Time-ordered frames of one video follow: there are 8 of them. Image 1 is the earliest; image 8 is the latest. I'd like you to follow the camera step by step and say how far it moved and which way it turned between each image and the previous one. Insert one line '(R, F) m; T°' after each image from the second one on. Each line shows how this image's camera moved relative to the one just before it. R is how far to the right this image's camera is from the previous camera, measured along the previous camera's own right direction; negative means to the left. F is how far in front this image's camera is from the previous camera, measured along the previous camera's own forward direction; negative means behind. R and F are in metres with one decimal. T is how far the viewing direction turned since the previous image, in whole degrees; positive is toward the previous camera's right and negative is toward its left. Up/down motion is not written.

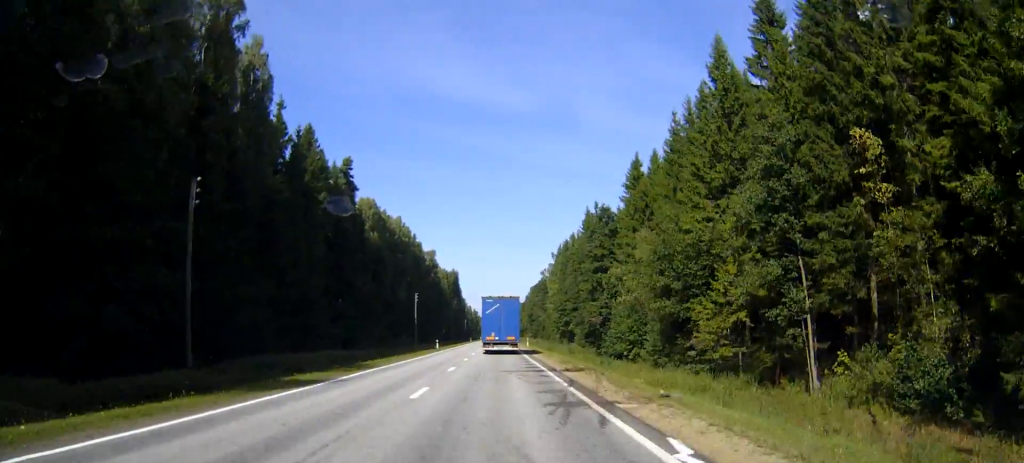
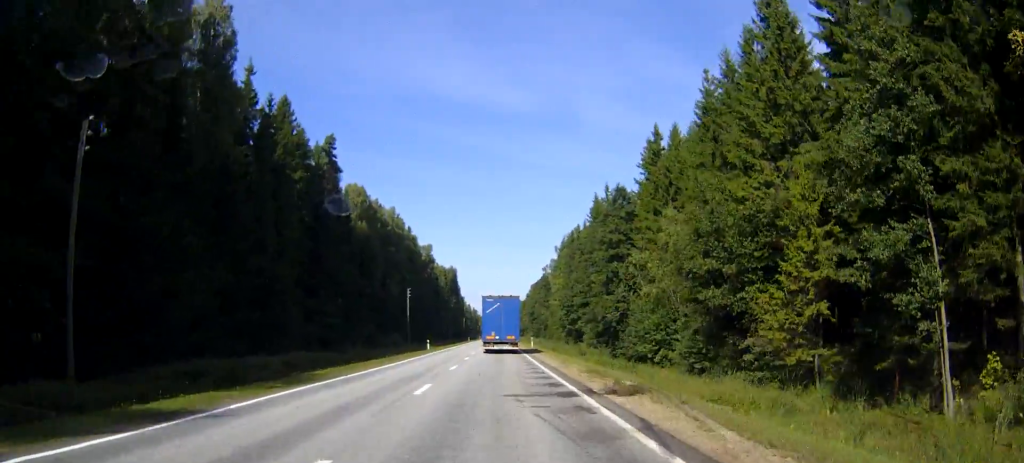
(0.0, +11.1) m; 0°
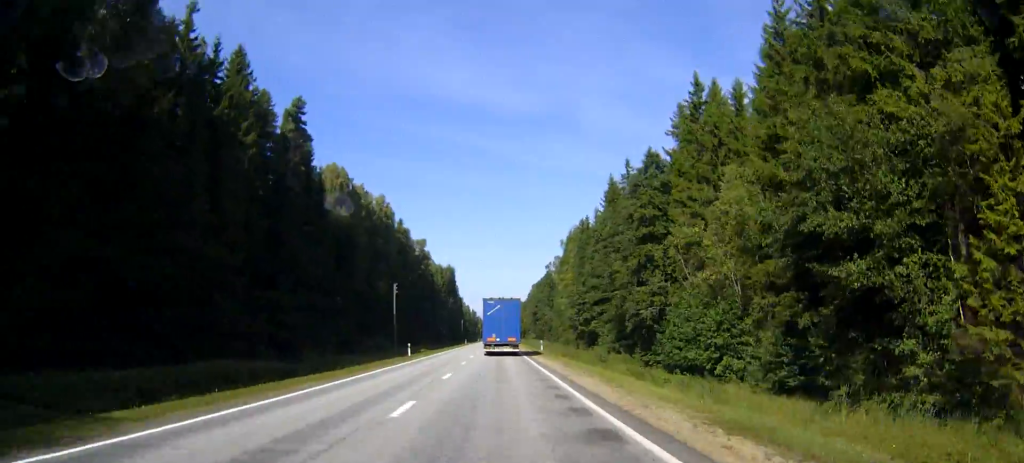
(0.0, +15.8) m; 0°
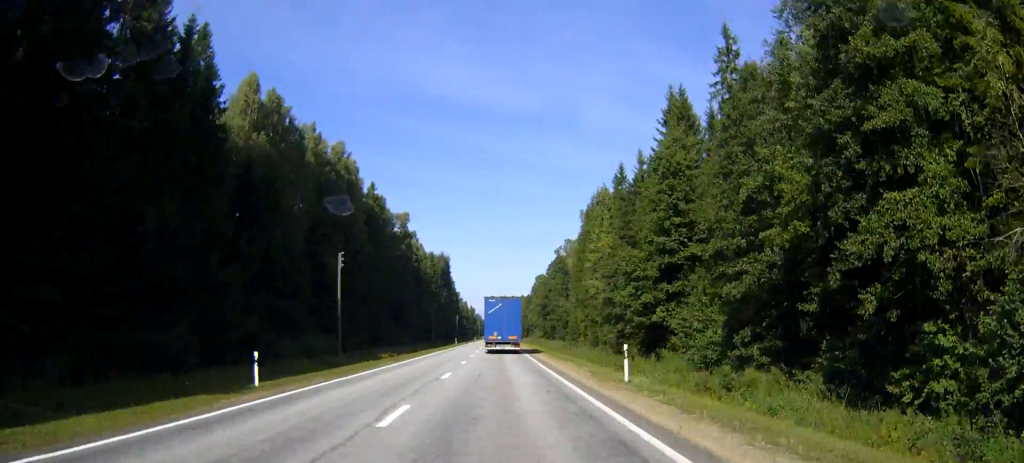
(0.0, +37.2) m; 0°
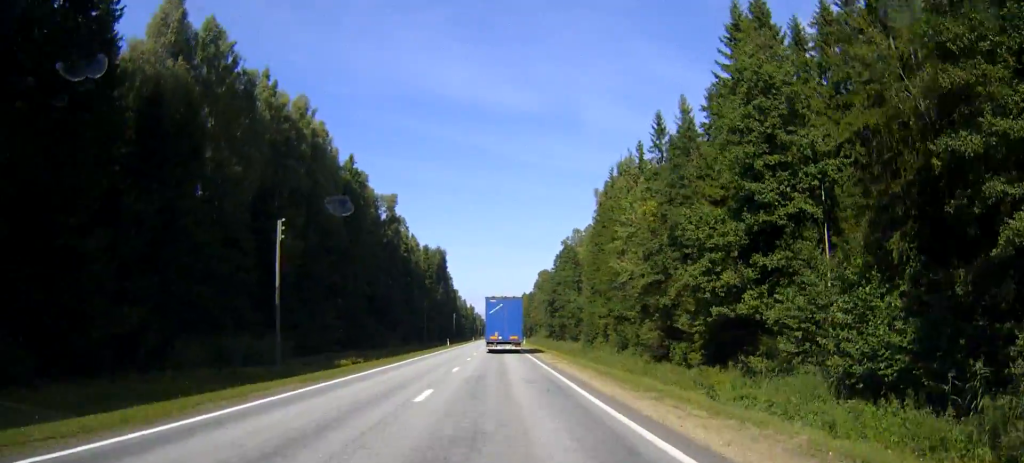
(+0.1, +19.8) m; 0°
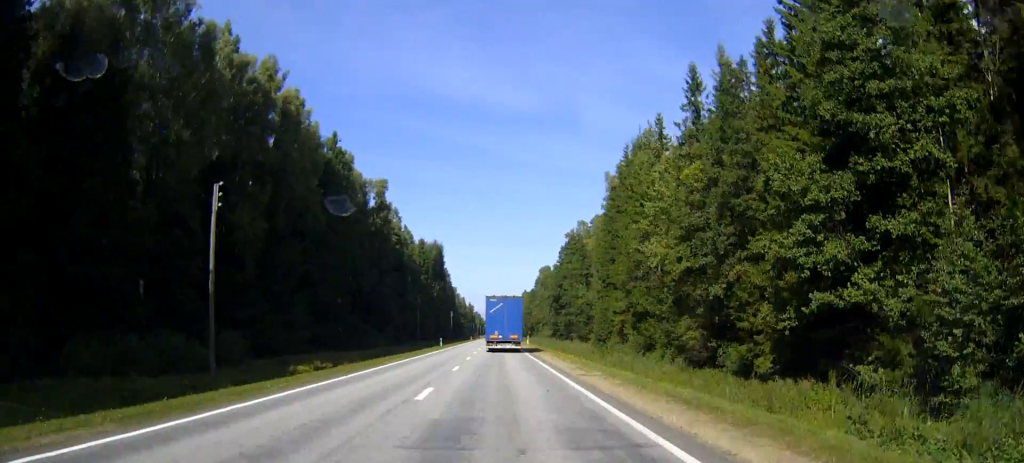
(0.0, +11.9) m; 0°
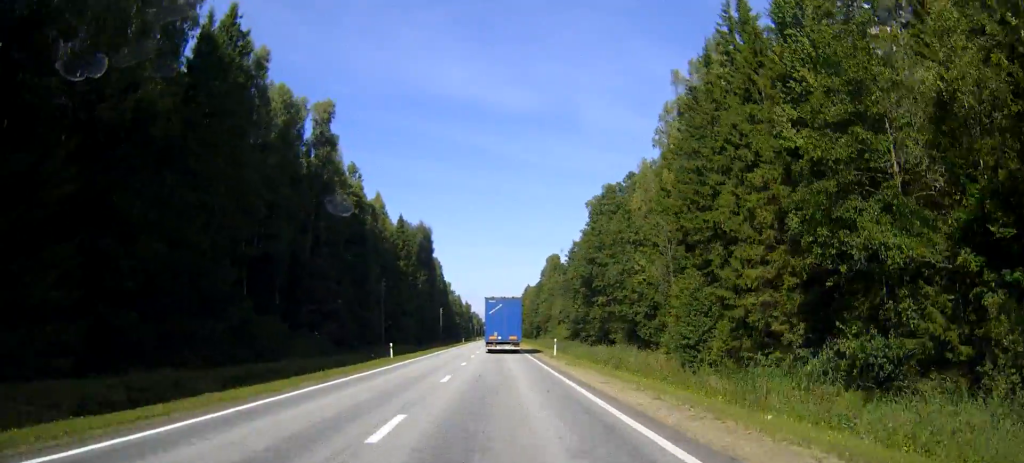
(0.0, +41.4) m; 0°
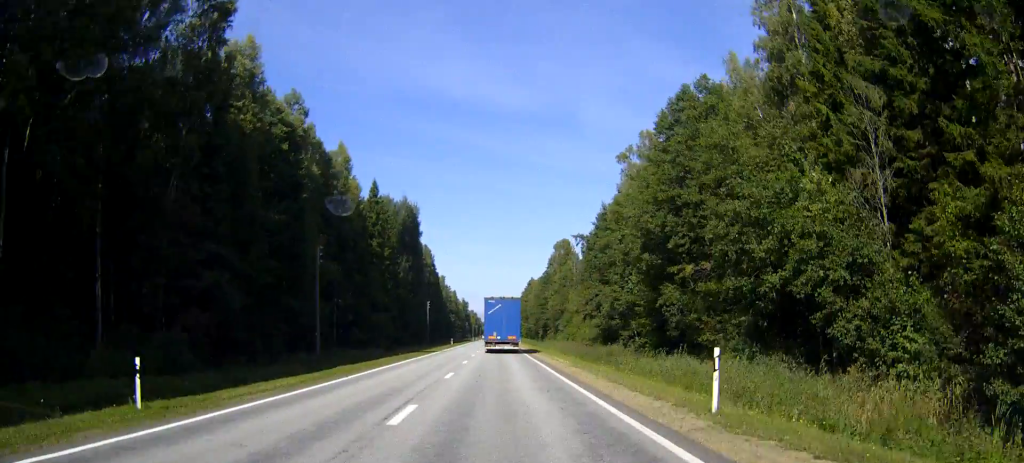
(+0.1, +34.4) m; 0°
